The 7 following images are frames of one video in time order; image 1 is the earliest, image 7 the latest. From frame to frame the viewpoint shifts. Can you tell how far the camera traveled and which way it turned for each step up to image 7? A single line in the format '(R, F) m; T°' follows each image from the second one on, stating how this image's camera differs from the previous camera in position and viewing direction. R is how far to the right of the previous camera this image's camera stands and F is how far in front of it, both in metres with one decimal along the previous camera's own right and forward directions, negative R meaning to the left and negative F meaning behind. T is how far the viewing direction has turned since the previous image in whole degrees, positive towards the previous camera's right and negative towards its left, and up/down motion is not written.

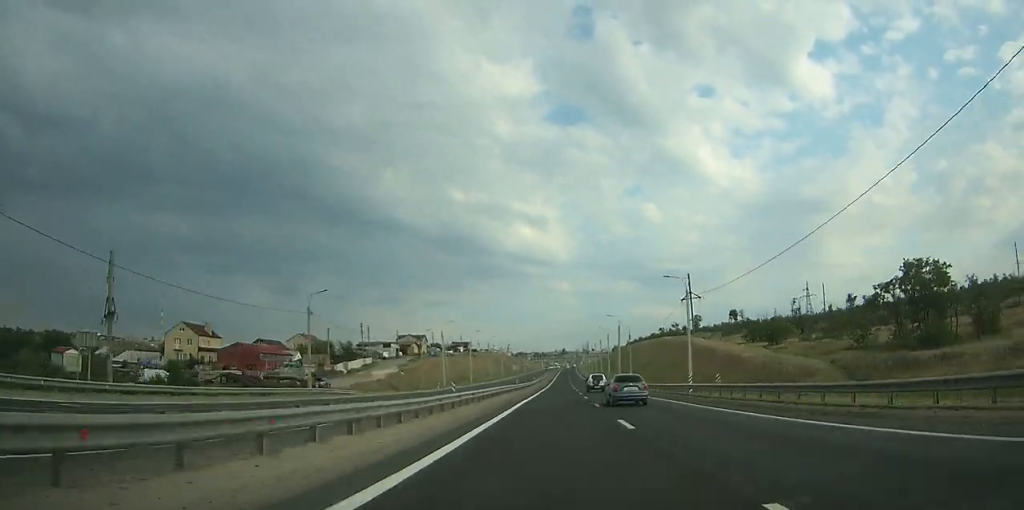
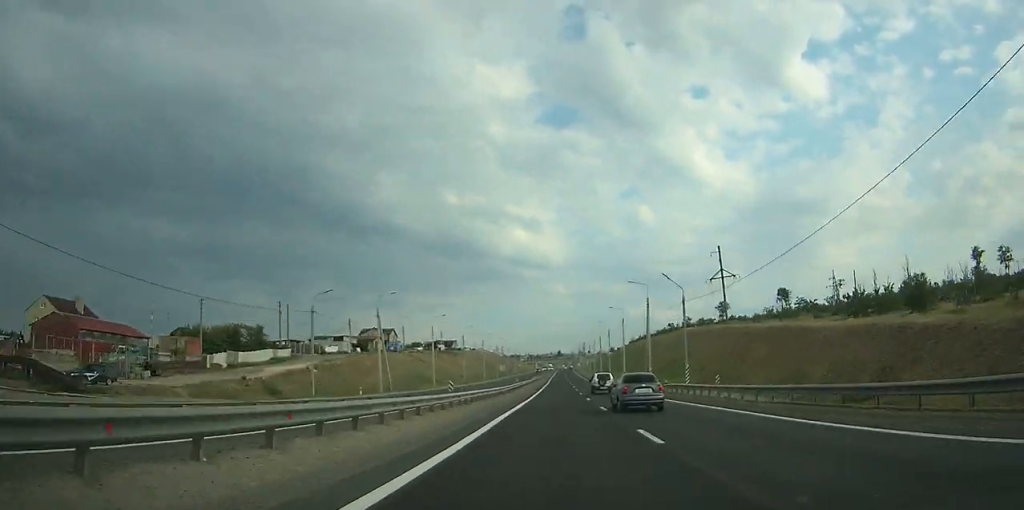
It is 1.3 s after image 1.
(0.0, +38.4) m; 0°
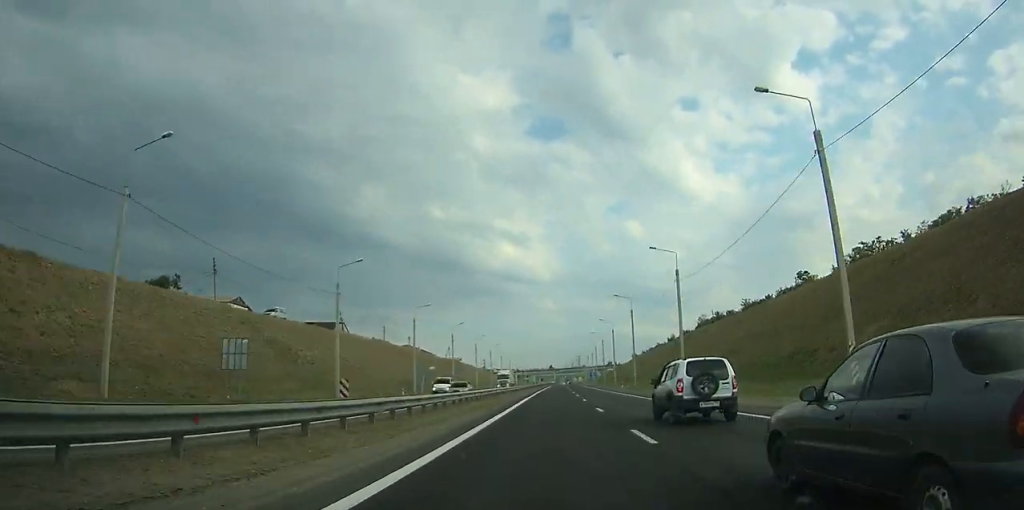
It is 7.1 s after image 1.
(+1.1, +163.0) m; +1°
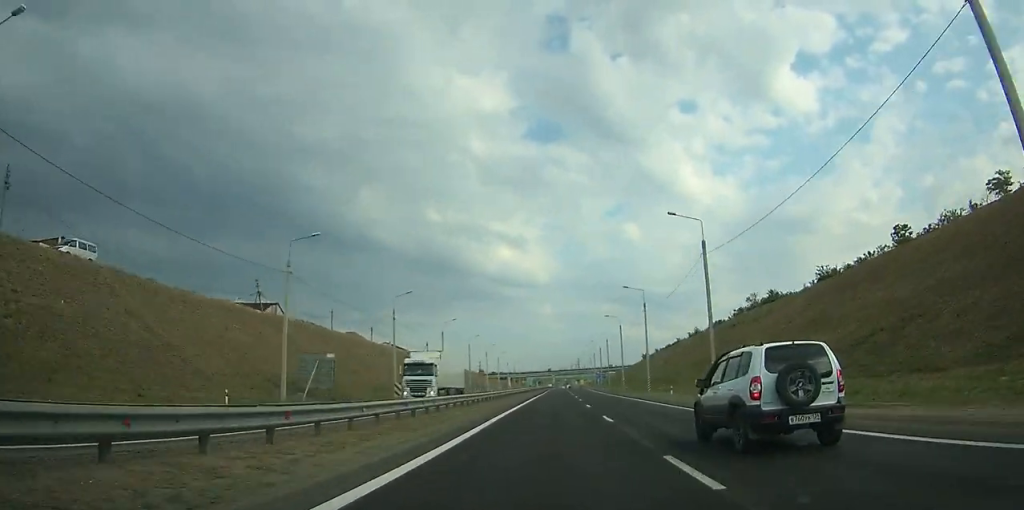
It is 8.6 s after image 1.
(+0.1, +42.1) m; 0°
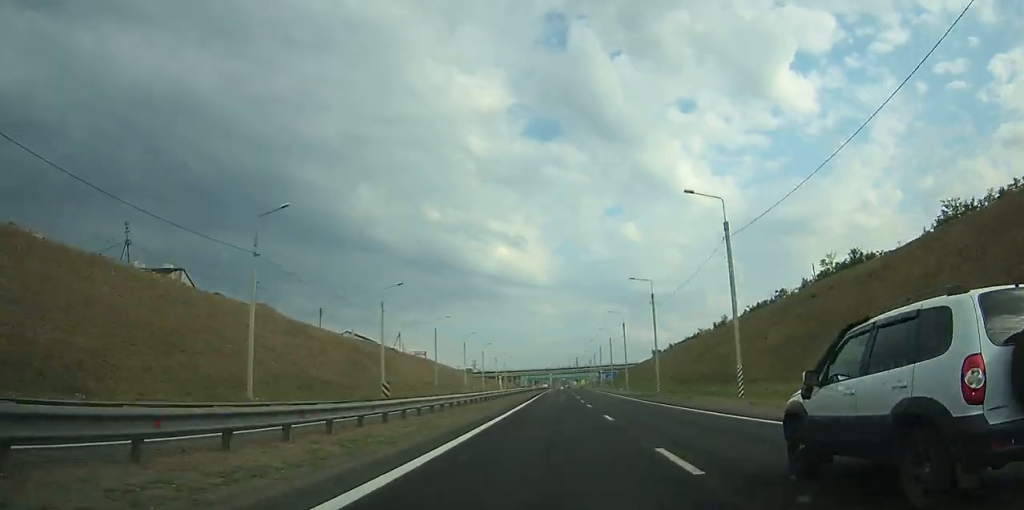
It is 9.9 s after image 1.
(-0.1, +36.5) m; 0°
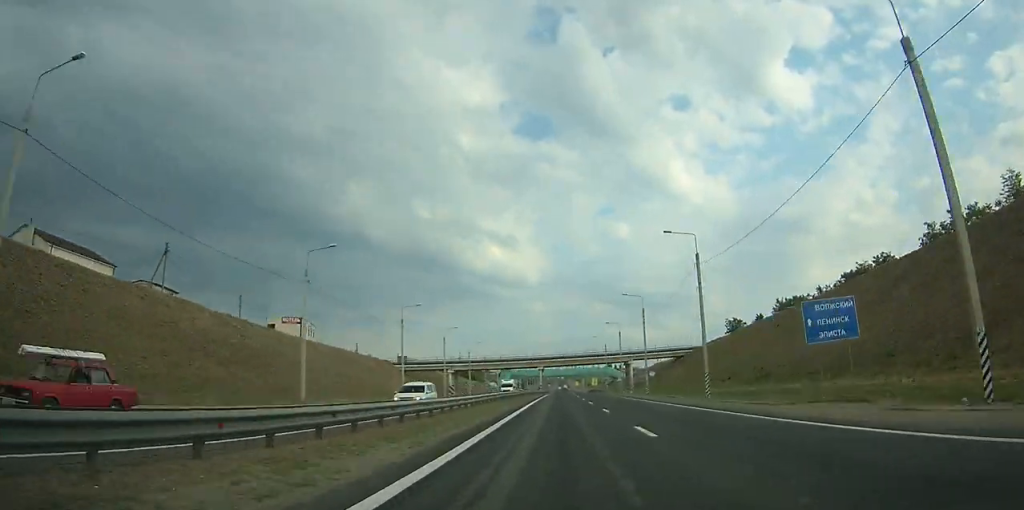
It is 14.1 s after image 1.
(+0.6, +111.6) m; 0°
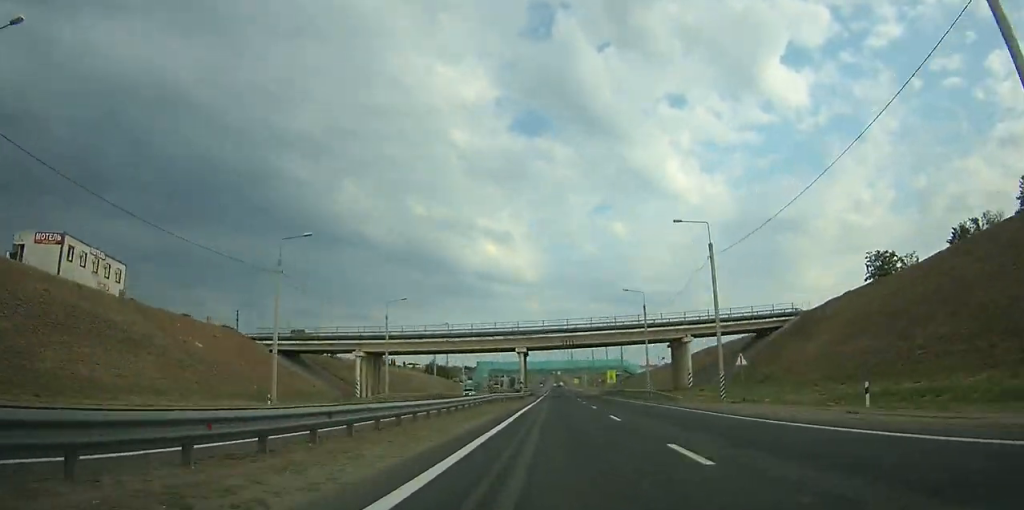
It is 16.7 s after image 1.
(+0.2, +65.6) m; 0°
